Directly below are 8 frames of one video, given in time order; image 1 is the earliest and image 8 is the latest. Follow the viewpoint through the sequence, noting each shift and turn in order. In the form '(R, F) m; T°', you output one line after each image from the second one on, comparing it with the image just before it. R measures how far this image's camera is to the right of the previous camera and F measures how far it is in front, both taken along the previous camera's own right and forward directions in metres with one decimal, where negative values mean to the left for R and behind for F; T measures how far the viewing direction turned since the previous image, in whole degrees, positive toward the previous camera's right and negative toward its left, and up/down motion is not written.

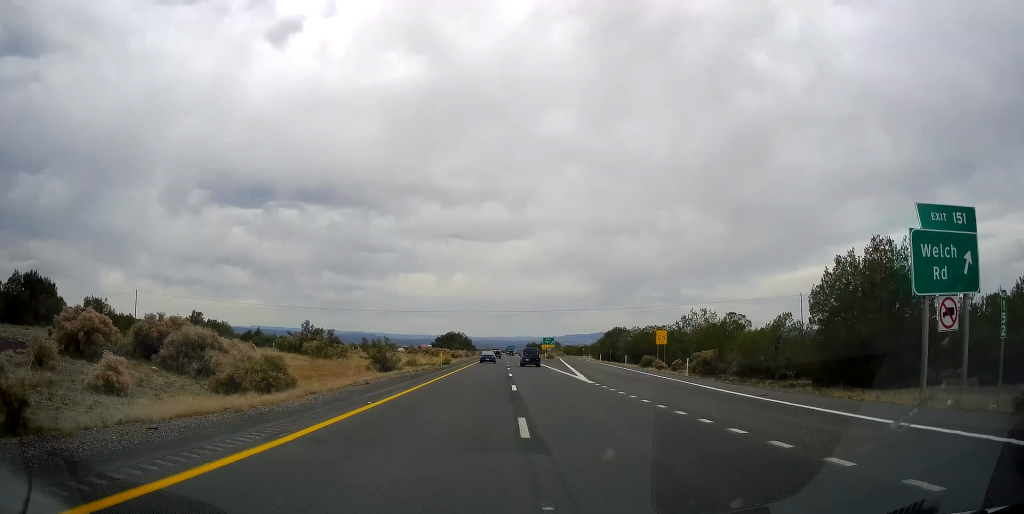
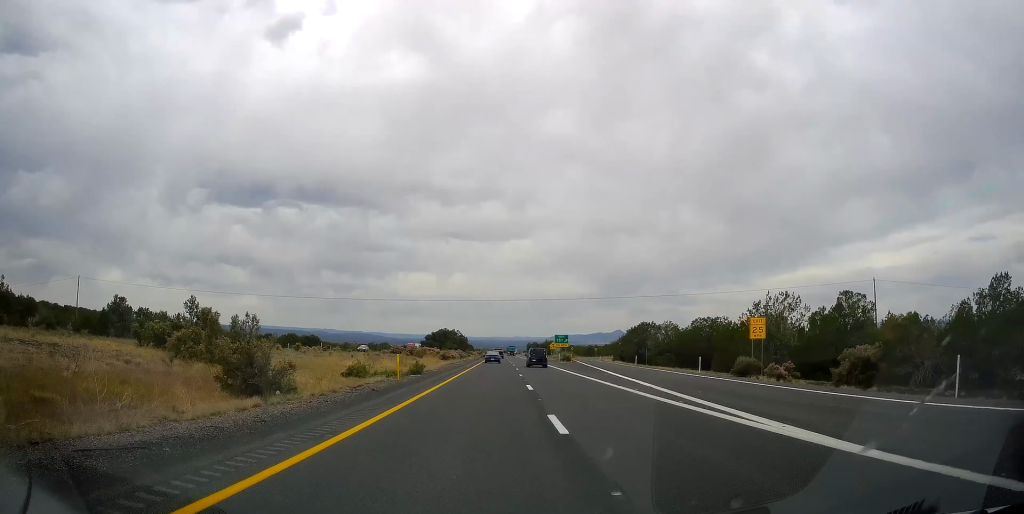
(0.0, +24.1) m; 0°
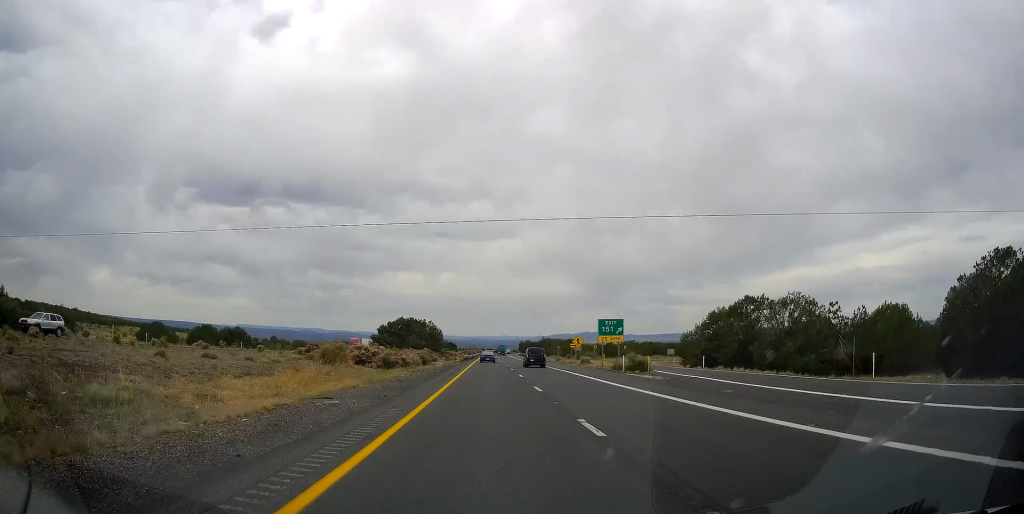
(+0.6, +49.3) m; +1°
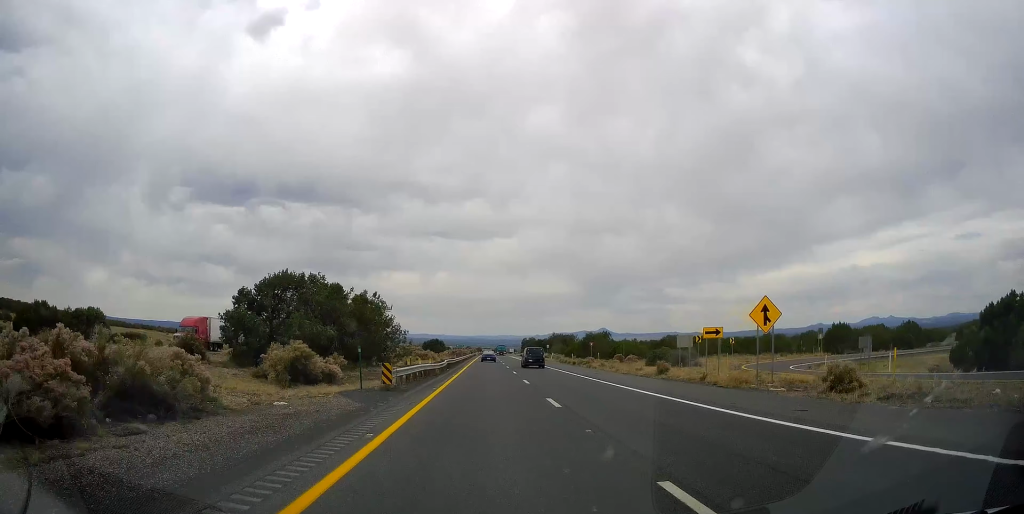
(0.0, +54.6) m; 0°
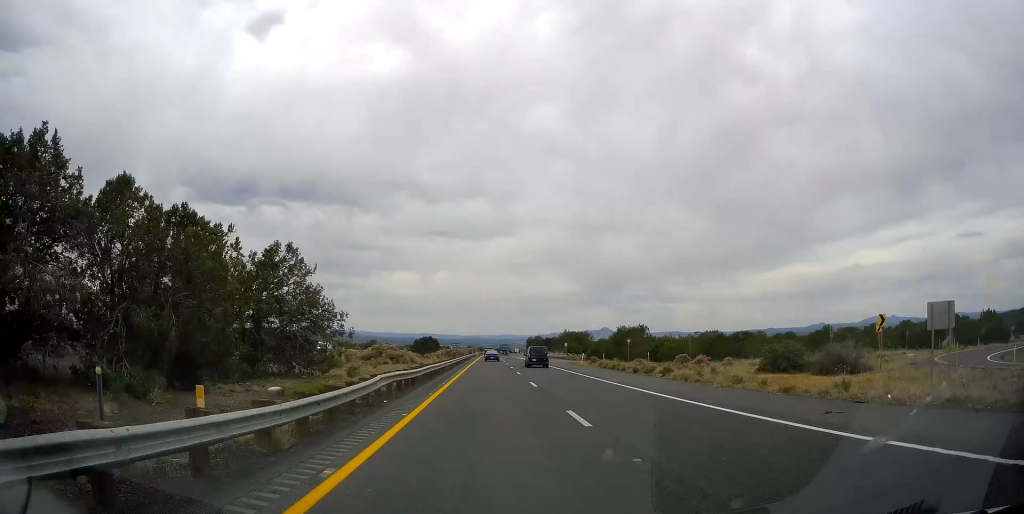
(+0.1, +27.4) m; +1°
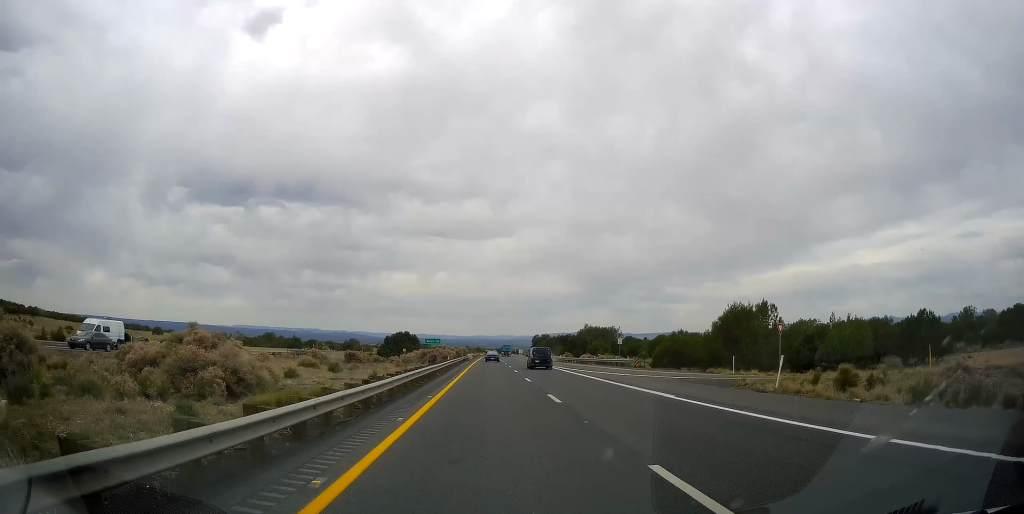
(+0.1, +44.0) m; -1°
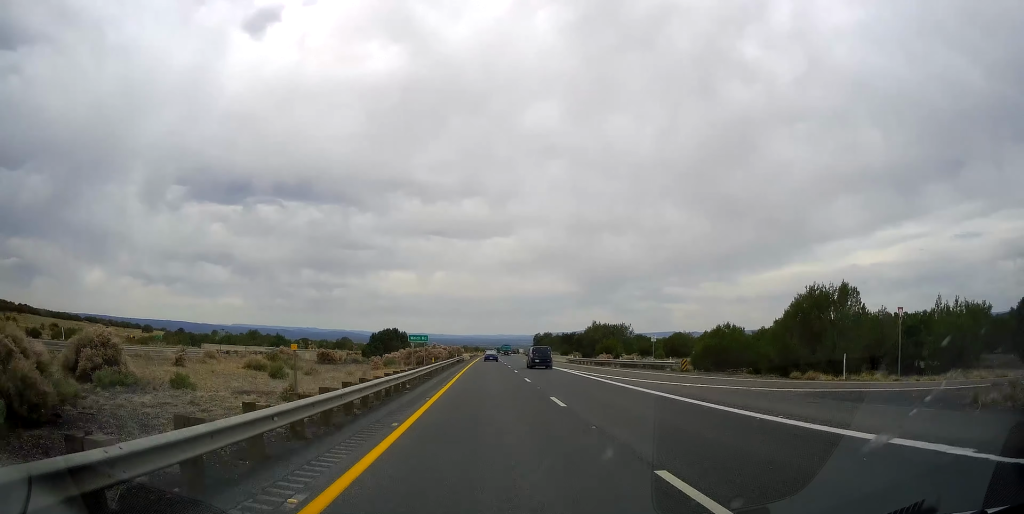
(-0.1, +13.2) m; 0°
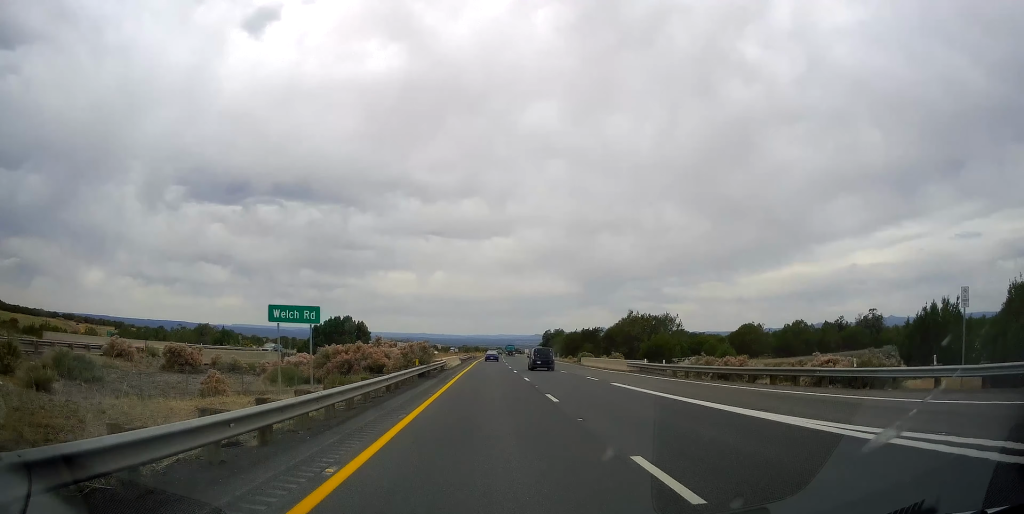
(+0.1, +35.2) m; +1°
